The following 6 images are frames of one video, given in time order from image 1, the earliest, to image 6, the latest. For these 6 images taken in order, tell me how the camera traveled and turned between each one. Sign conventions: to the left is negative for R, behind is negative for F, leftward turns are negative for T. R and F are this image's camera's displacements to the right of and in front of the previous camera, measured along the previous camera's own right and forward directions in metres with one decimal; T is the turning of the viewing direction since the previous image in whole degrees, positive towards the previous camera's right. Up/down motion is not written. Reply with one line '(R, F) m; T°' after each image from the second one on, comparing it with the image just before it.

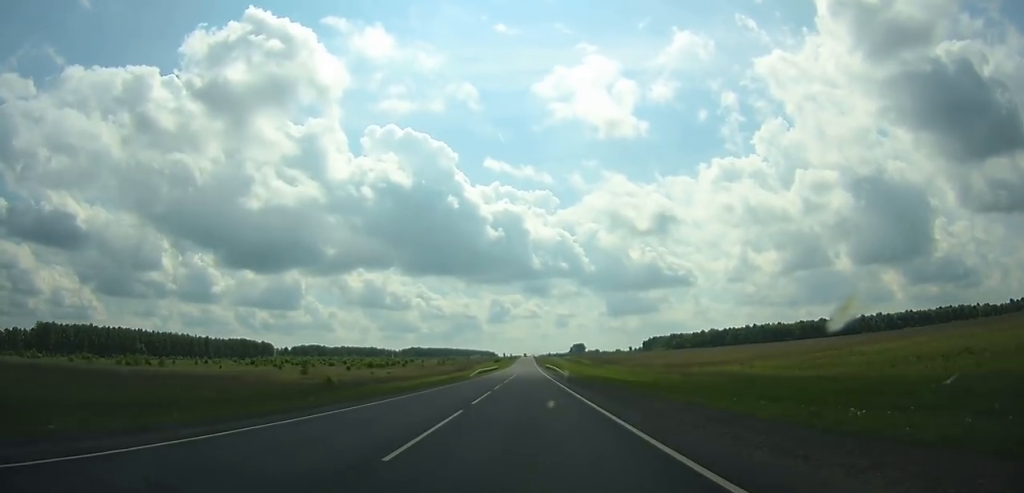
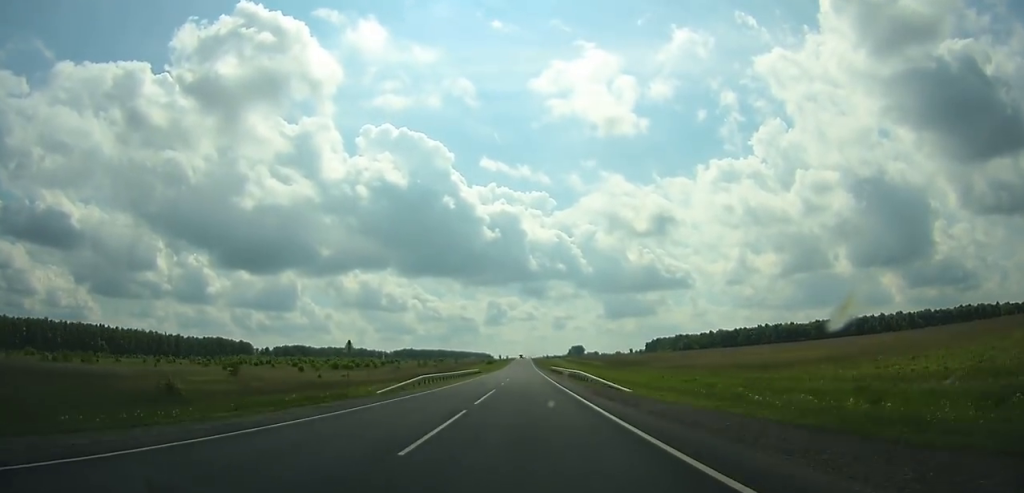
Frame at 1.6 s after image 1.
(+0.1, +50.3) m; 0°
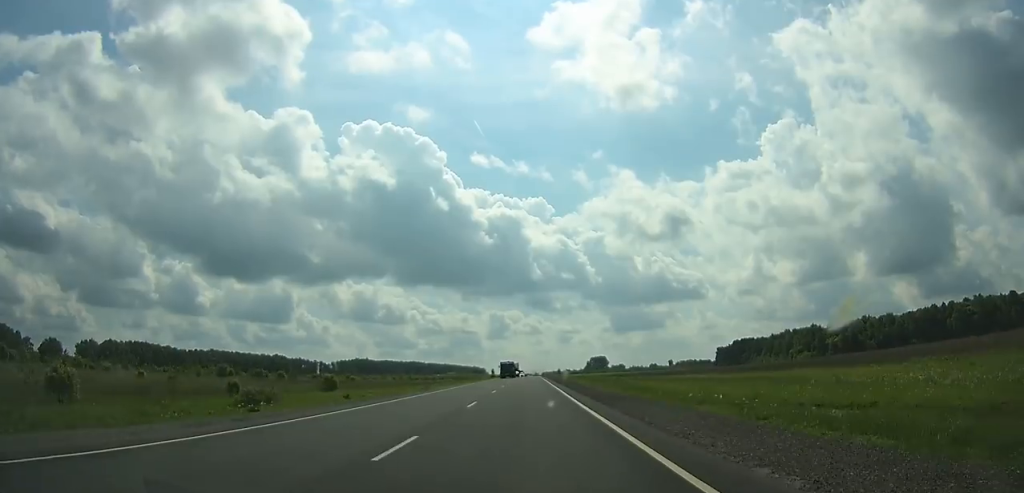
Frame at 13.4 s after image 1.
(-0.4, +352.3) m; 0°
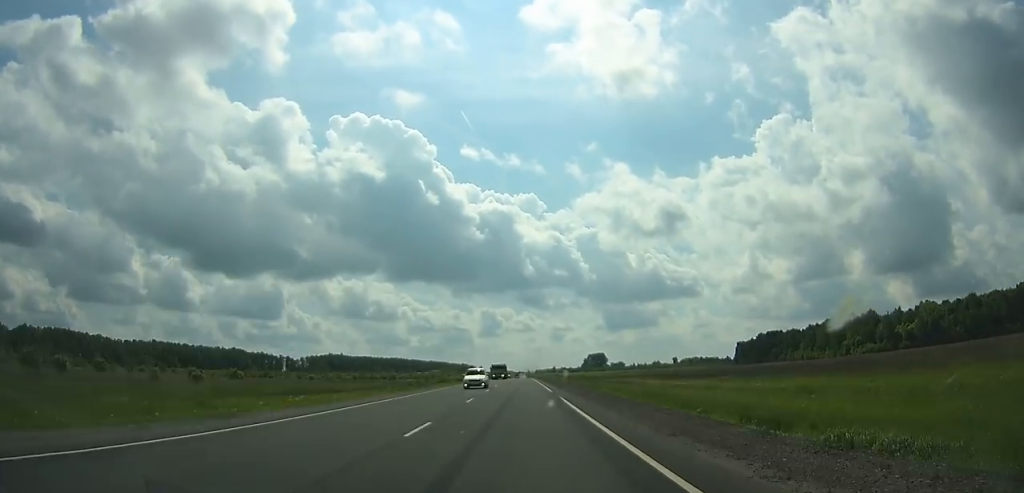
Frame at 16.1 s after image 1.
(+0.2, +79.2) m; 0°
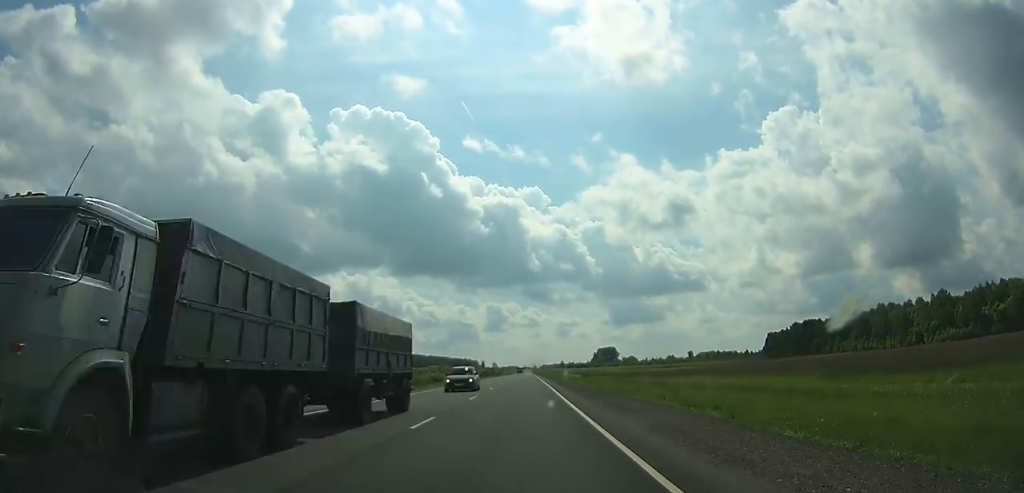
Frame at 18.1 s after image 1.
(0.0, +59.1) m; 0°
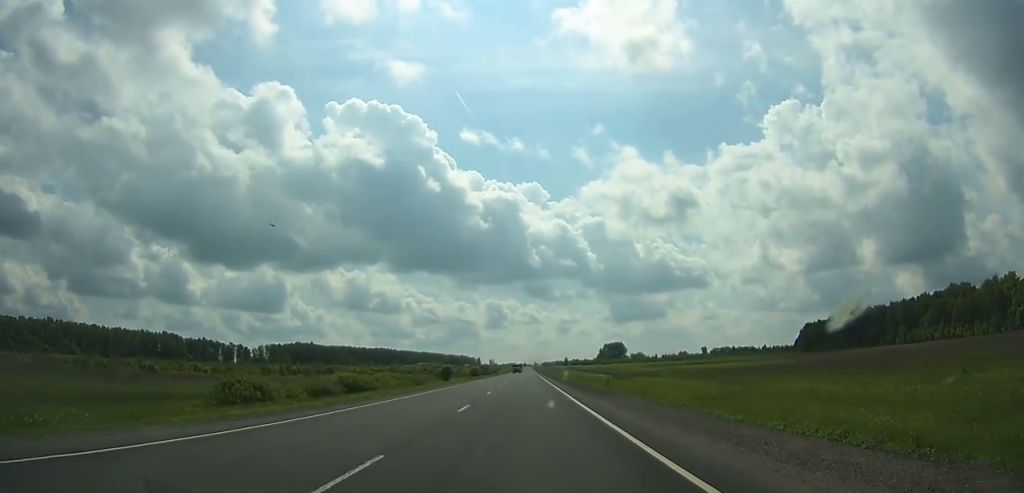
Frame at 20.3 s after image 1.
(0.0, +65.2) m; 0°
